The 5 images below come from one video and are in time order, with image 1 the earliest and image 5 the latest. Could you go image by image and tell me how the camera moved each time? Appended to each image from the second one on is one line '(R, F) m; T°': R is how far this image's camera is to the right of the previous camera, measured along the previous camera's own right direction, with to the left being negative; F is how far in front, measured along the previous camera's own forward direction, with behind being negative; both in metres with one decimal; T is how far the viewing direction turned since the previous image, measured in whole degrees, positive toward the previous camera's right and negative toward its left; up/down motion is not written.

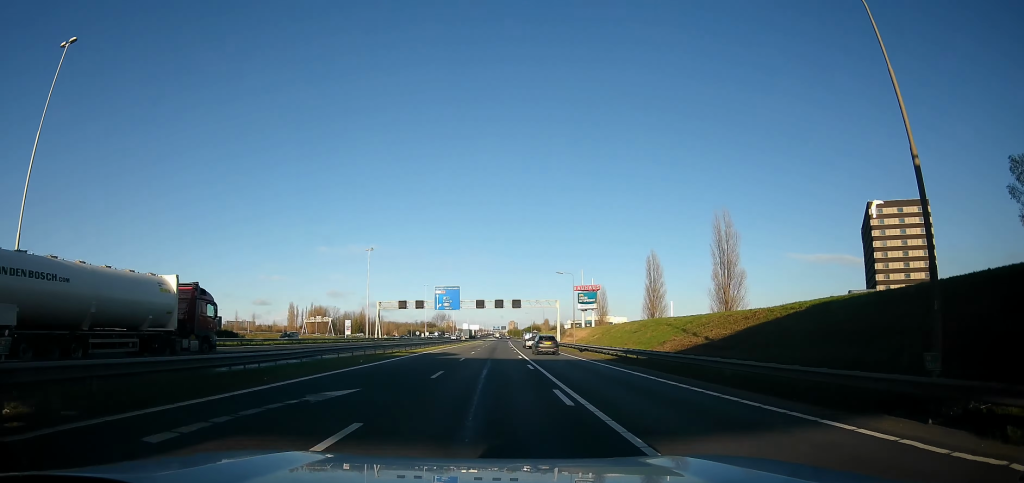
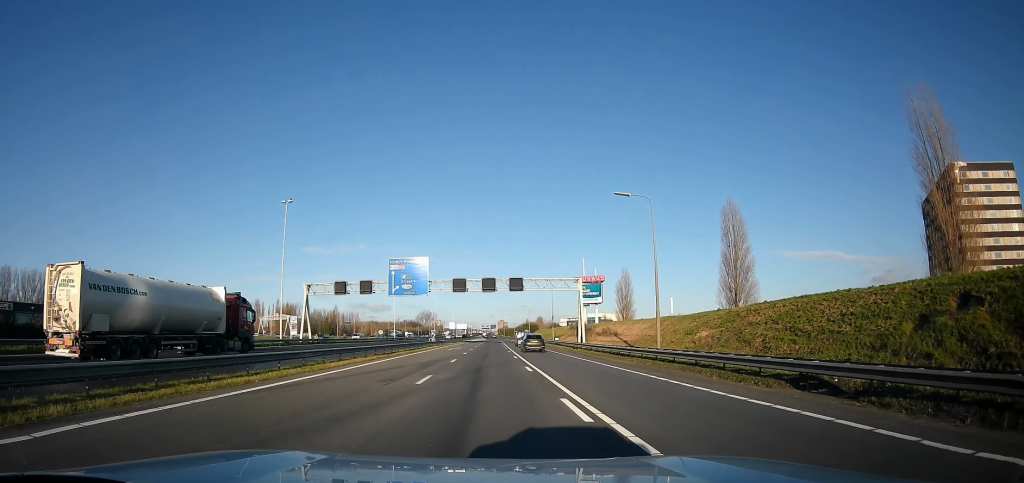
(-0.3, +37.2) m; 0°
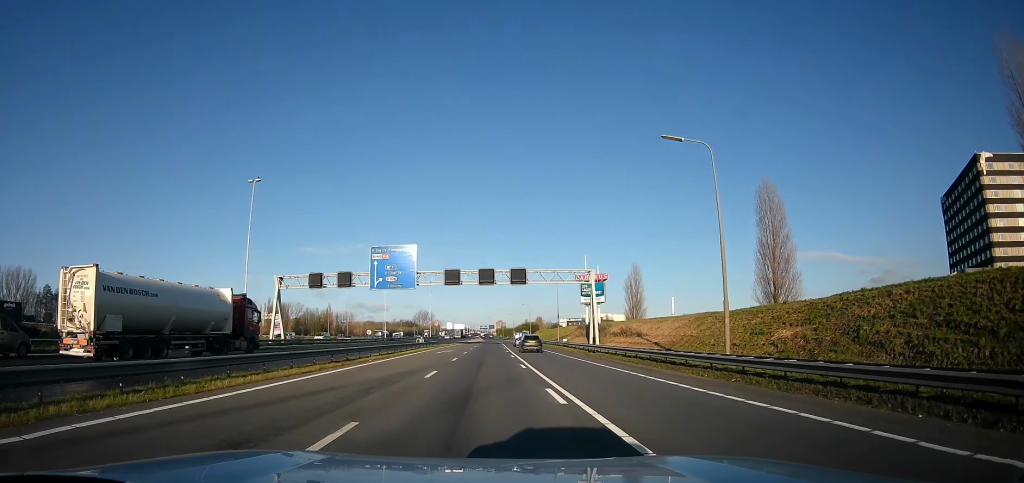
(-0.3, +9.4) m; +1°
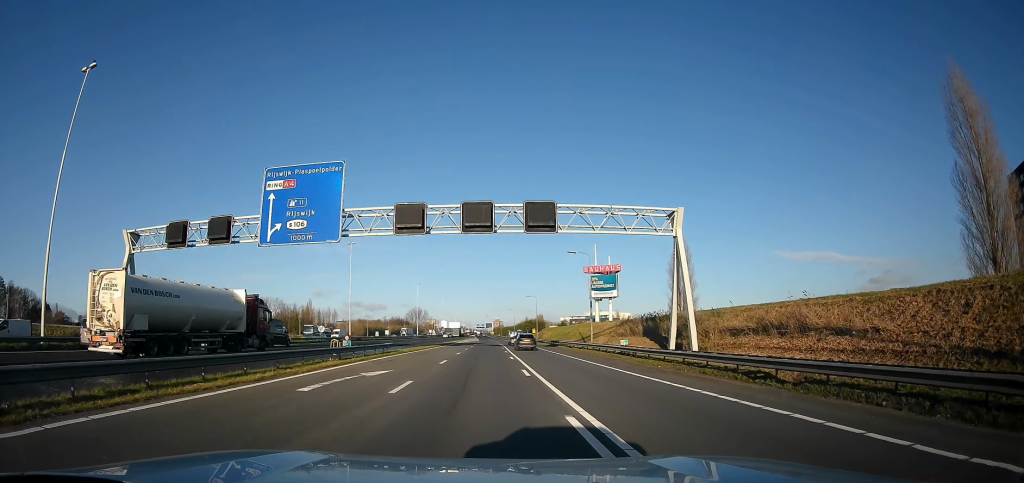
(+1.2, +28.9) m; +3°
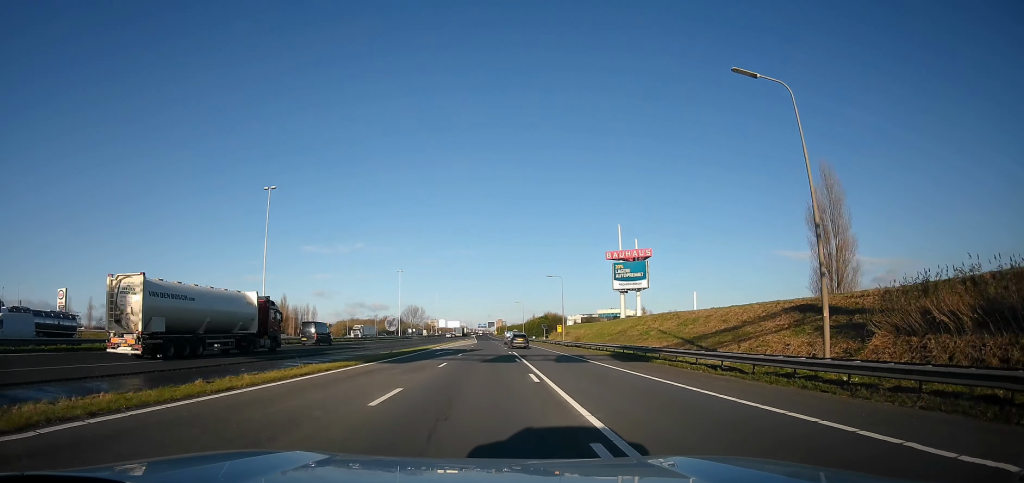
(+0.9, +37.7) m; +1°
